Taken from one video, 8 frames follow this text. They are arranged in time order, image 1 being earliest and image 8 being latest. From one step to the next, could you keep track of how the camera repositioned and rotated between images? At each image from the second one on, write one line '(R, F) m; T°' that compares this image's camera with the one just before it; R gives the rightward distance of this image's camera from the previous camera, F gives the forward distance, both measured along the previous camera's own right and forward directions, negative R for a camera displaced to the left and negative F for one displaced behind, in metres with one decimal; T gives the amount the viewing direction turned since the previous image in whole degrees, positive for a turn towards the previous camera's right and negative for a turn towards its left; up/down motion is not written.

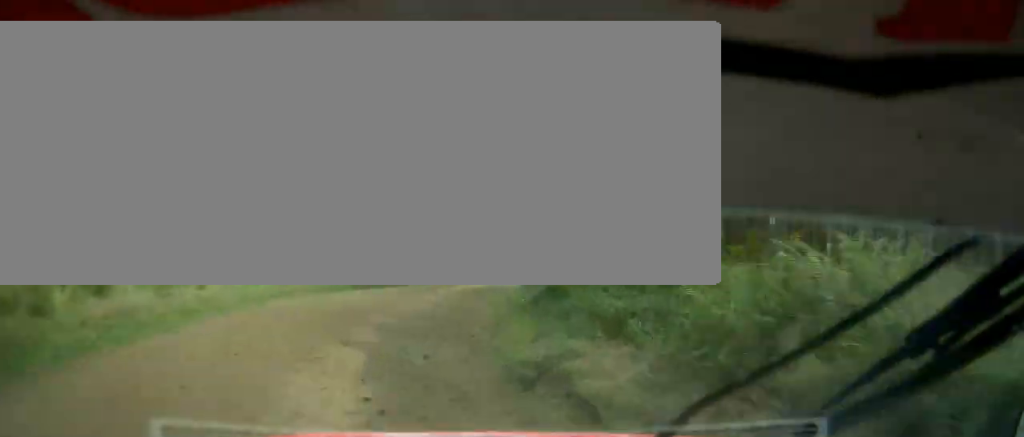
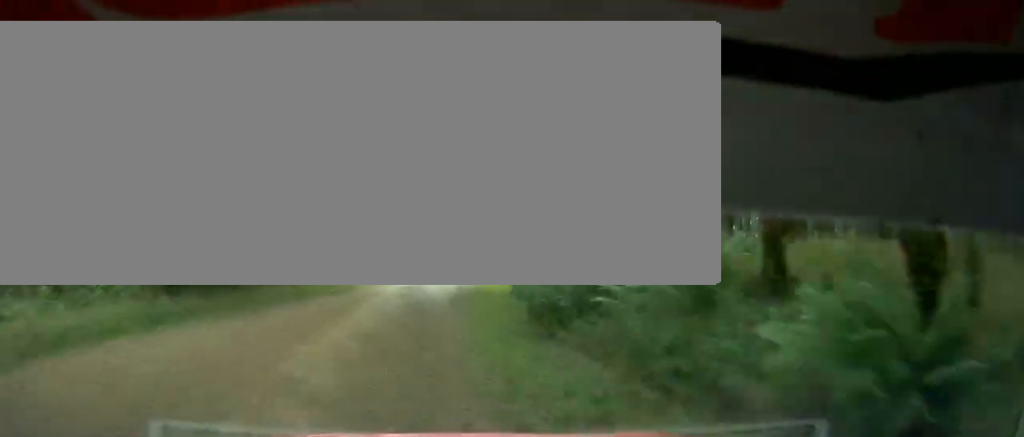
(+1.8, +14.5) m; +3°
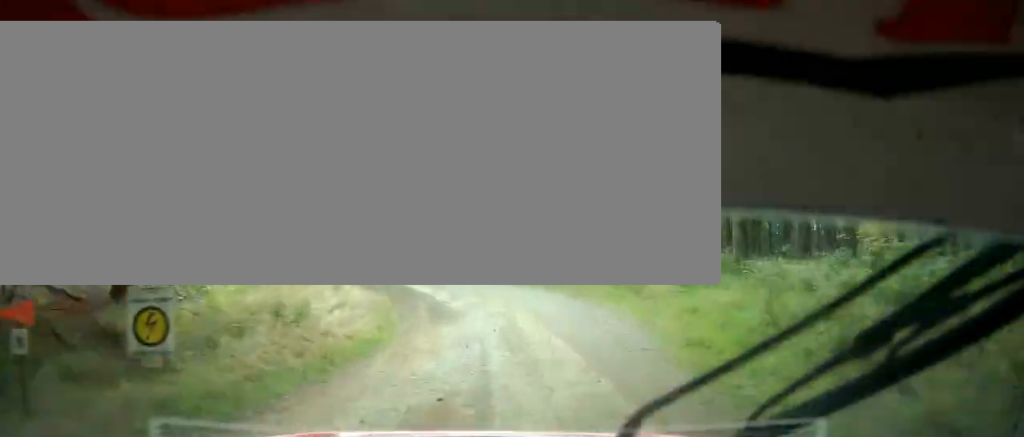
(+1.0, +18.3) m; 0°
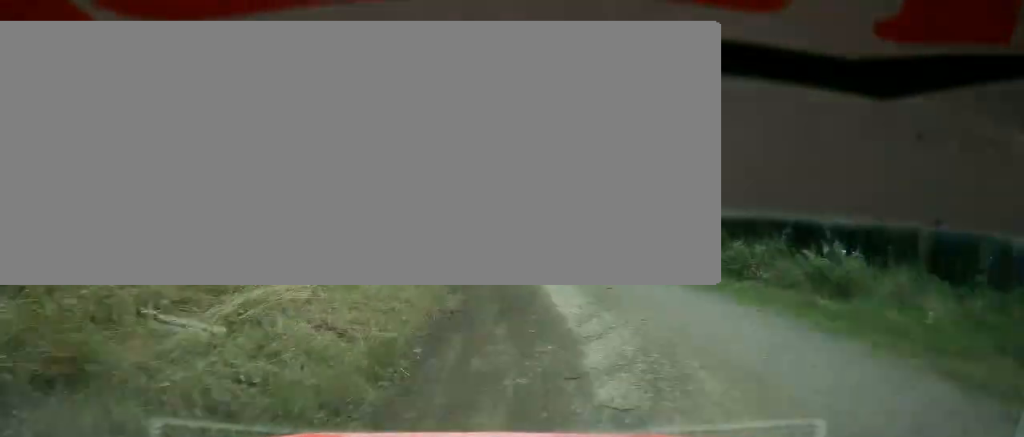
(-0.8, +15.4) m; -4°
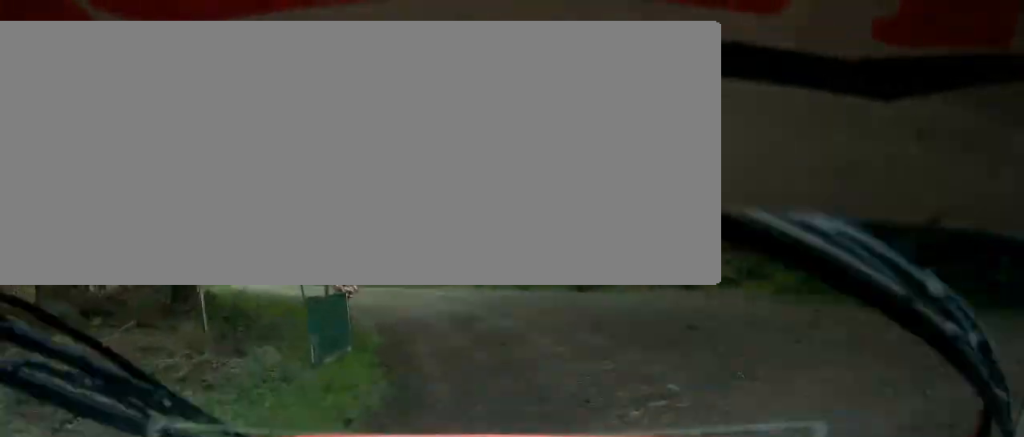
(-9.7, +49.5) m; -28°
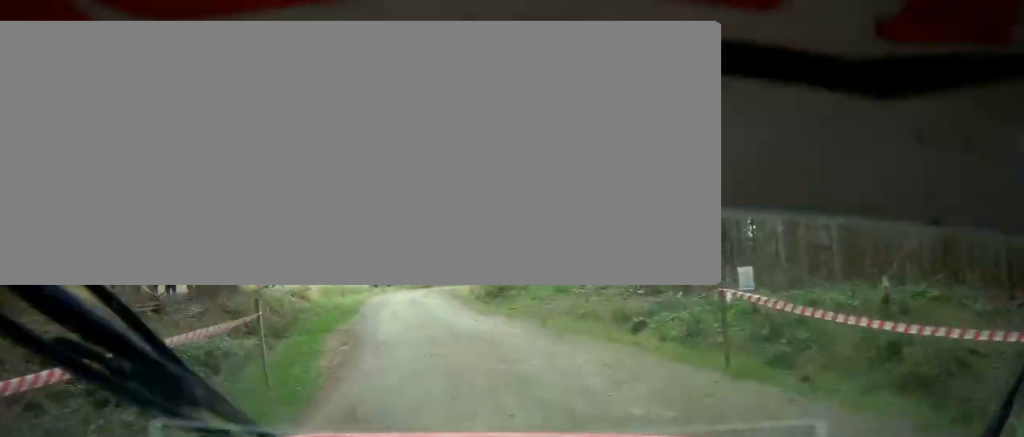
(-1.1, +10.0) m; -10°
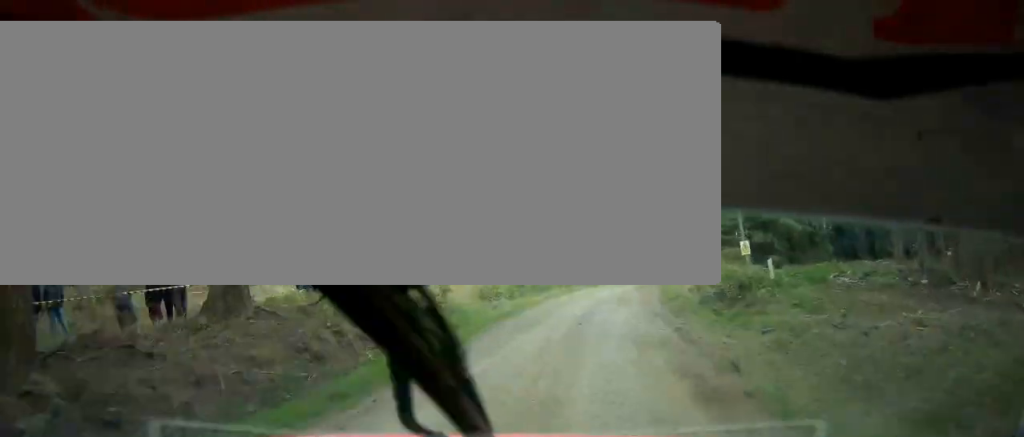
(-1.4, +12.7) m; -9°
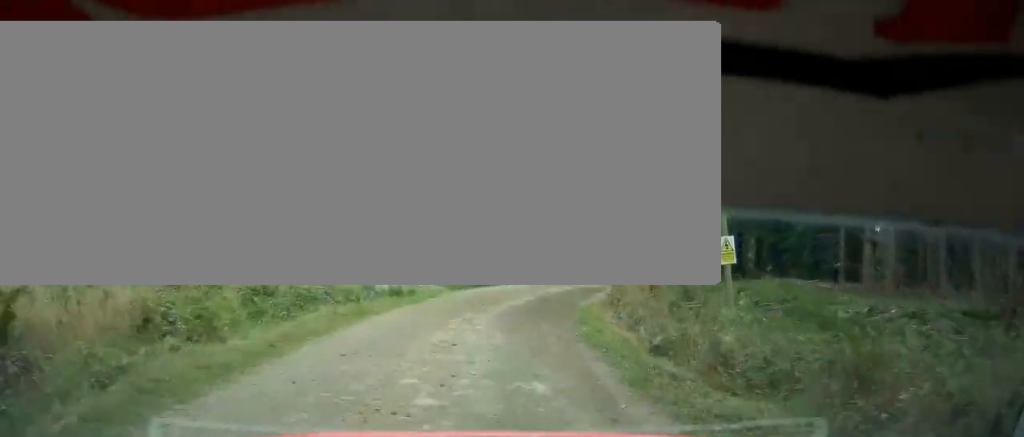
(-1.1, +15.7) m; 0°
